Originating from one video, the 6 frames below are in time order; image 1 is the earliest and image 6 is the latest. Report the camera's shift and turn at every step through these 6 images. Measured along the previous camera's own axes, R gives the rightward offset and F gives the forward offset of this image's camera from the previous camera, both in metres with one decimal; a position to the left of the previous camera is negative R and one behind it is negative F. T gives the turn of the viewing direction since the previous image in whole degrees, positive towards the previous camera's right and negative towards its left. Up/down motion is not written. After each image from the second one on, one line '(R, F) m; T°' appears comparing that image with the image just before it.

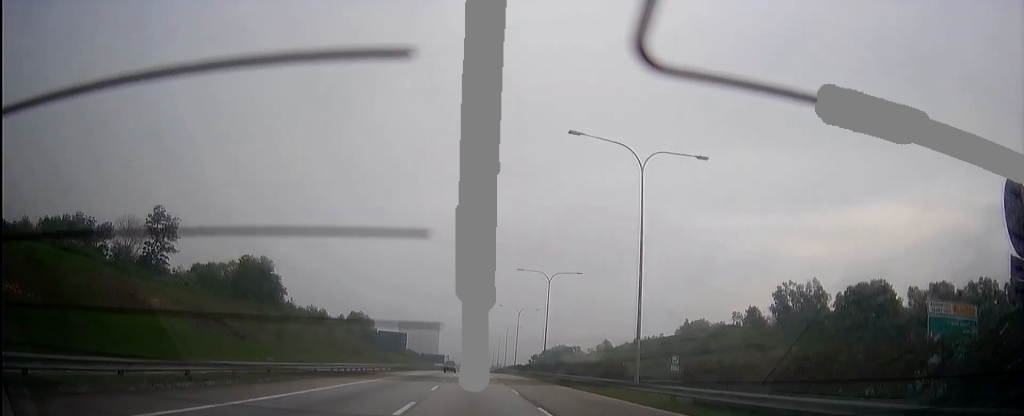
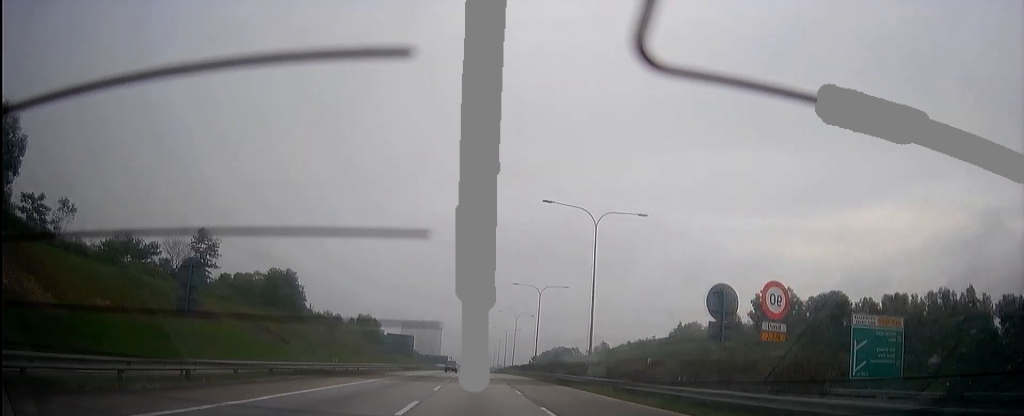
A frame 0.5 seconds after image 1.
(0.0, +11.9) m; 0°
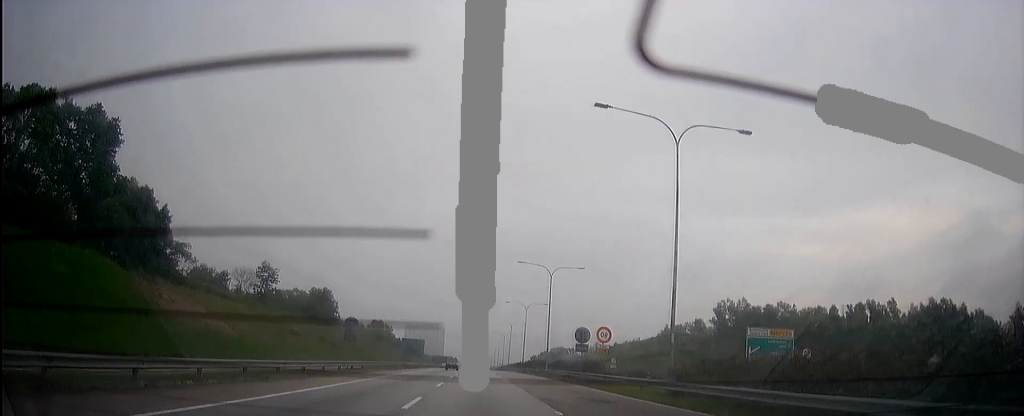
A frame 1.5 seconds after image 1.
(0.0, +24.9) m; 0°
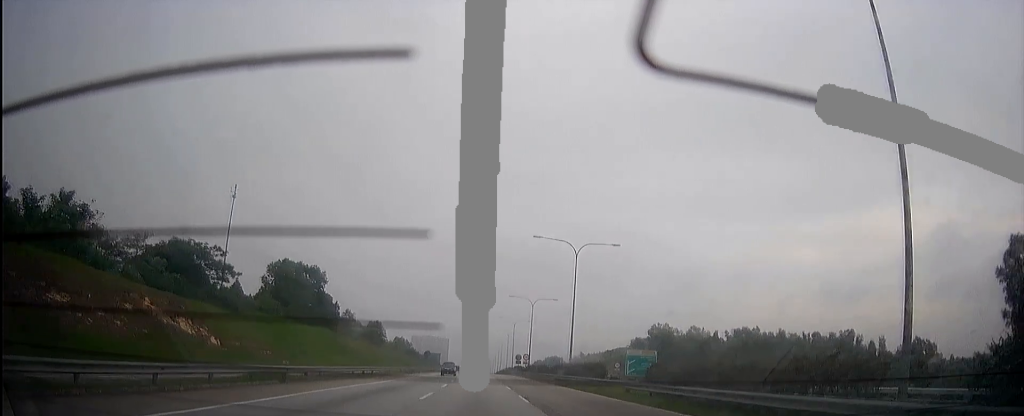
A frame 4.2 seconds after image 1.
(+0.3, +67.1) m; 0°
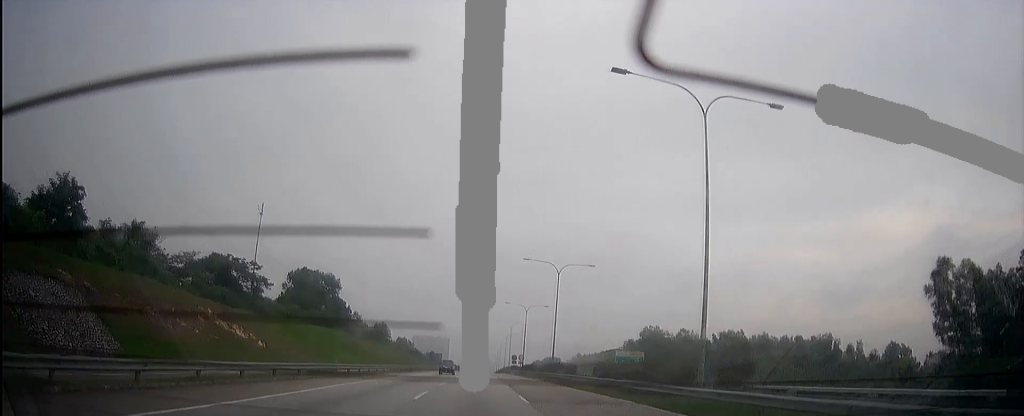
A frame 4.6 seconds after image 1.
(0.0, +11.0) m; 0°
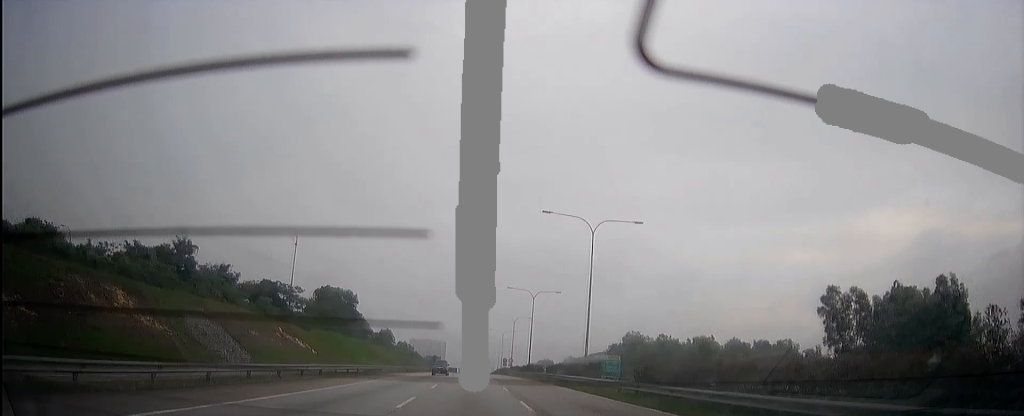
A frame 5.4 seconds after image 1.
(0.0, +20.1) m; 0°
